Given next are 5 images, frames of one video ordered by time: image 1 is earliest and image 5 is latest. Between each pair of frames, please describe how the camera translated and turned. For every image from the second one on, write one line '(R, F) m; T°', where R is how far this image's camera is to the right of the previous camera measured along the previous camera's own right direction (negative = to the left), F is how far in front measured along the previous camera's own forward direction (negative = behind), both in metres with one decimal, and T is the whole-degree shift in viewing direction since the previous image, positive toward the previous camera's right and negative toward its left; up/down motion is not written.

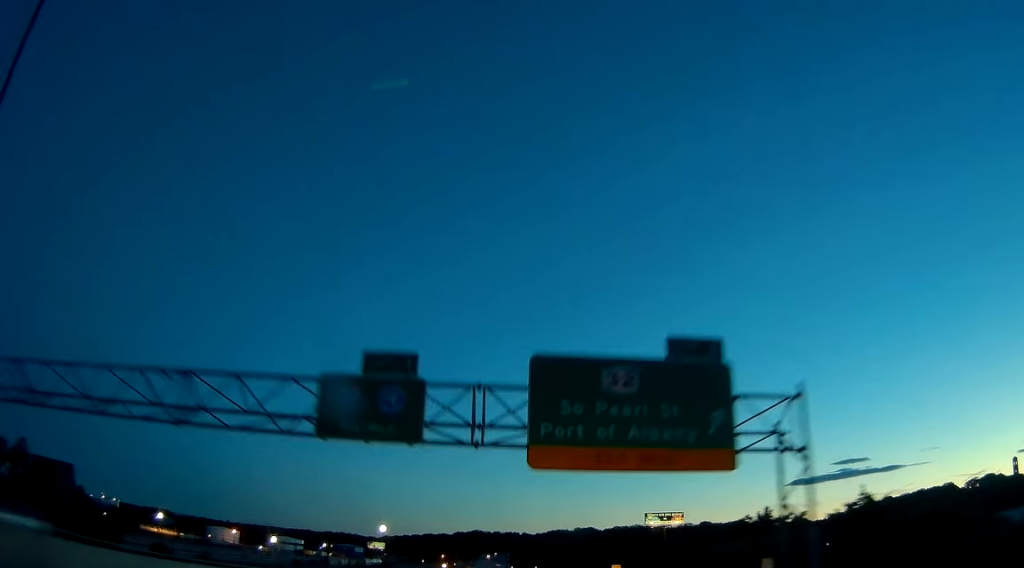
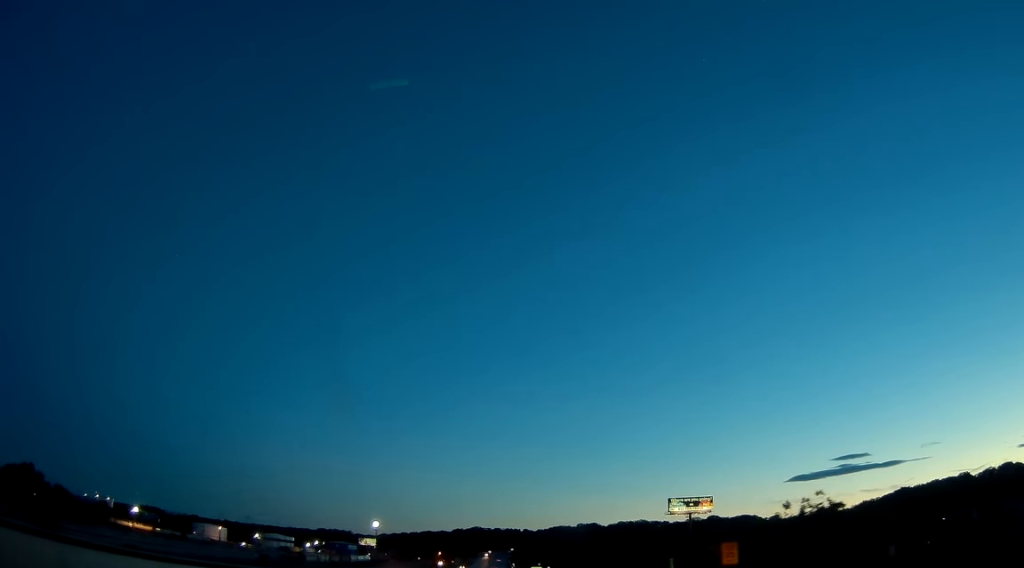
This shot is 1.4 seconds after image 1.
(-0.1, +35.0) m; 0°
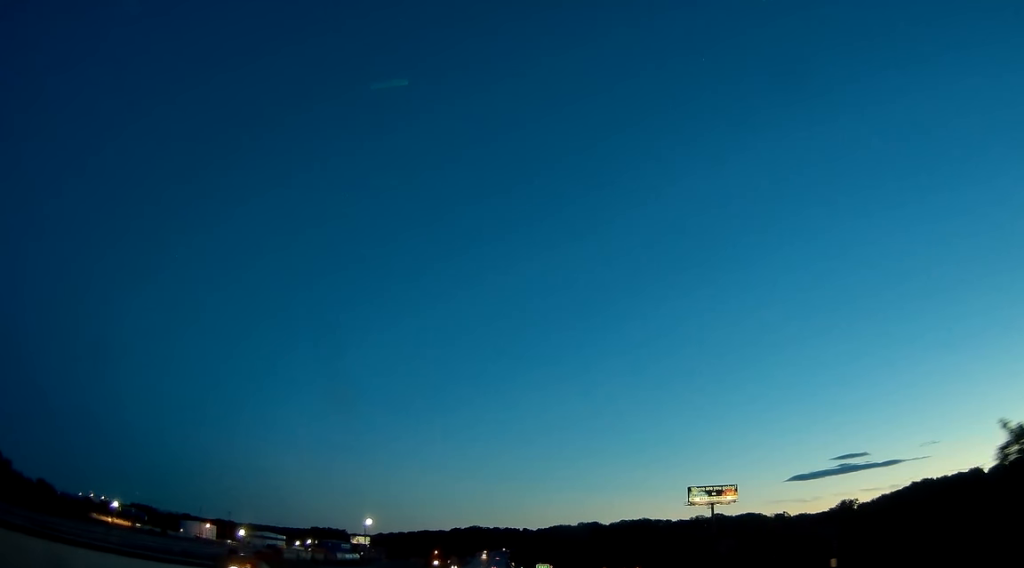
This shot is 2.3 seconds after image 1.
(+0.1, +24.7) m; 0°
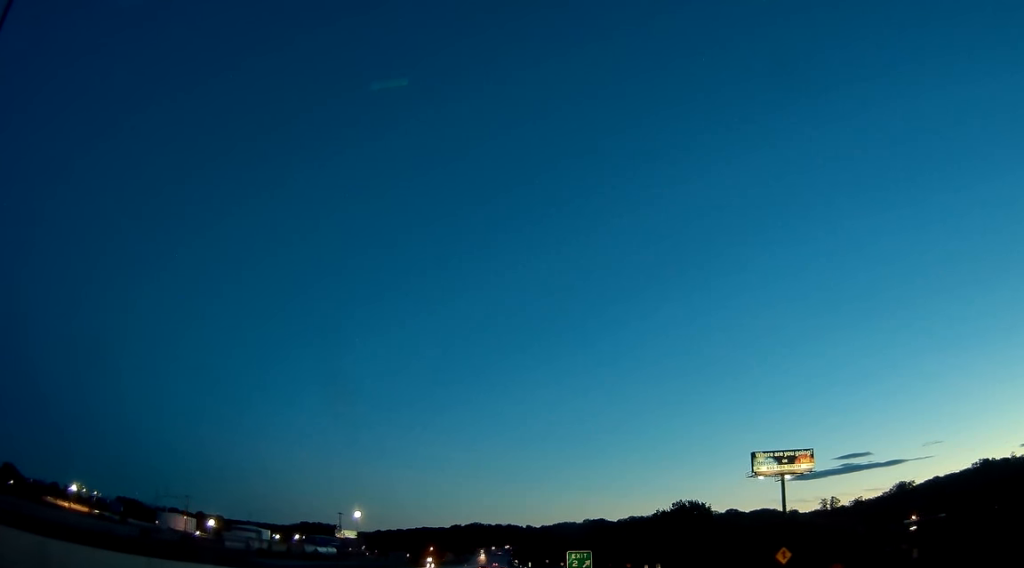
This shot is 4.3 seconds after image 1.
(-0.6, +49.0) m; -1°
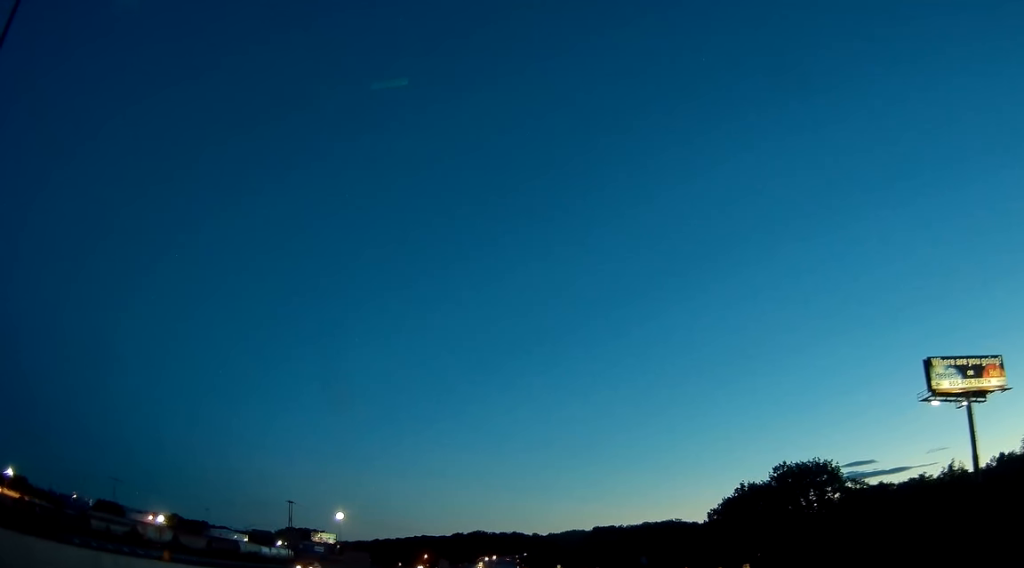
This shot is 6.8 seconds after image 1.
(+0.2, +64.9) m; -1°
